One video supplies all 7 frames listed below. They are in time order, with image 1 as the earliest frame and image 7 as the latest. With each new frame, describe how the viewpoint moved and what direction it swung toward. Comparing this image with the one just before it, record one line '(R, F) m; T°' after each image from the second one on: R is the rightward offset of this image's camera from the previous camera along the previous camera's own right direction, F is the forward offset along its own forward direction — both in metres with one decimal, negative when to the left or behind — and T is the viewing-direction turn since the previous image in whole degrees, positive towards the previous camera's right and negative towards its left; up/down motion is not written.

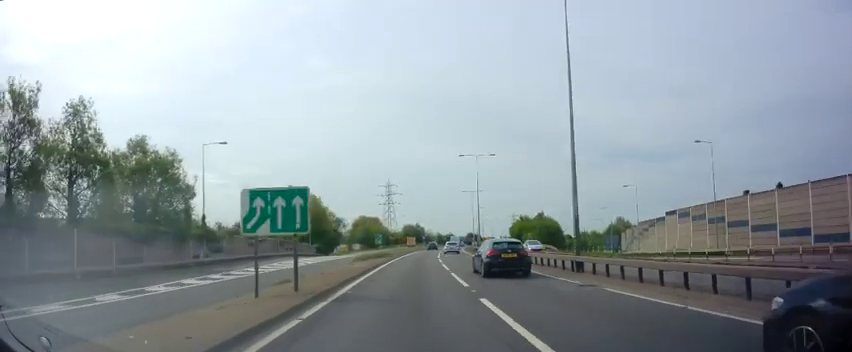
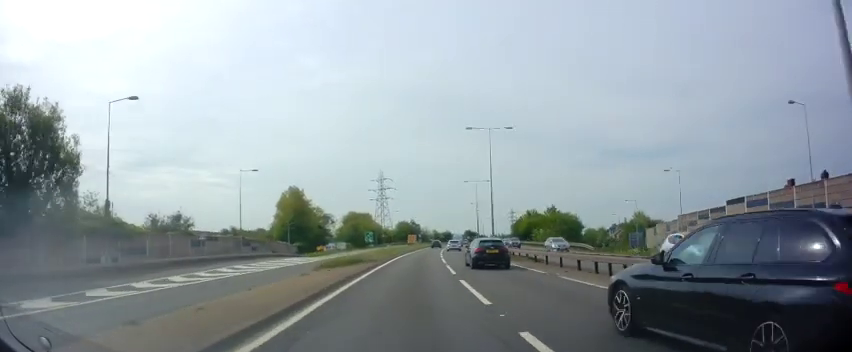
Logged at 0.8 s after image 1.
(+0.2, +13.5) m; +1°
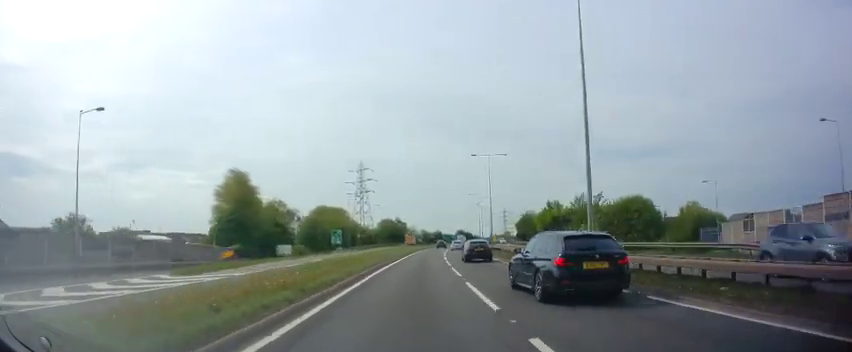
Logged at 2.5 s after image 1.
(+0.2, +28.0) m; +1°
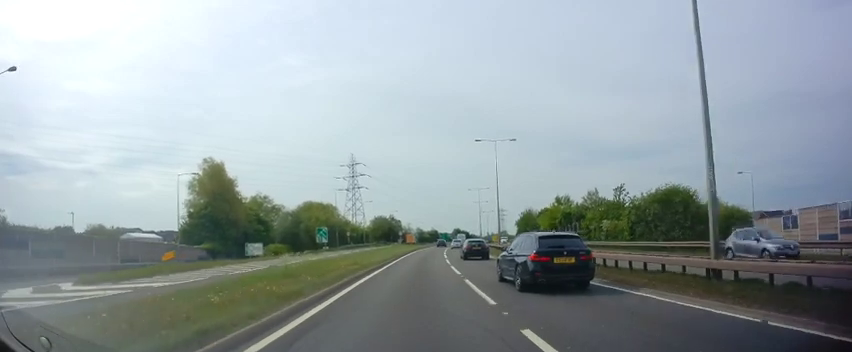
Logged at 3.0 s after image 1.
(-0.1, +8.2) m; +1°
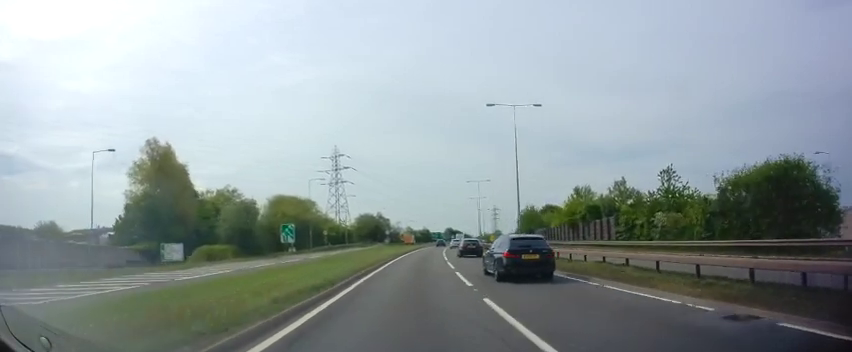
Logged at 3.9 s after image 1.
(+0.3, +14.0) m; +1°
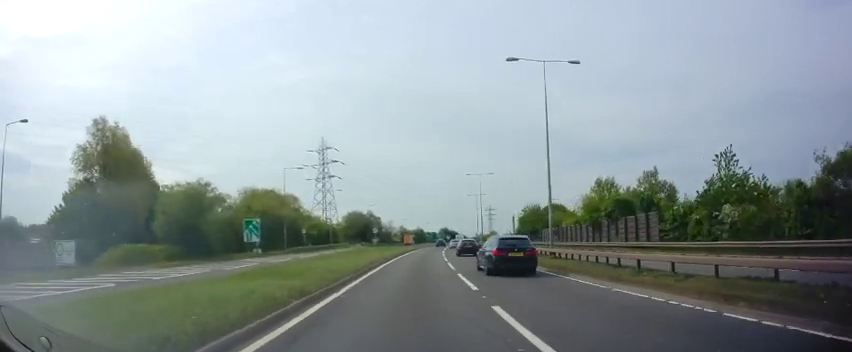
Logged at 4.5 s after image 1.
(+0.1, +10.2) m; +1°
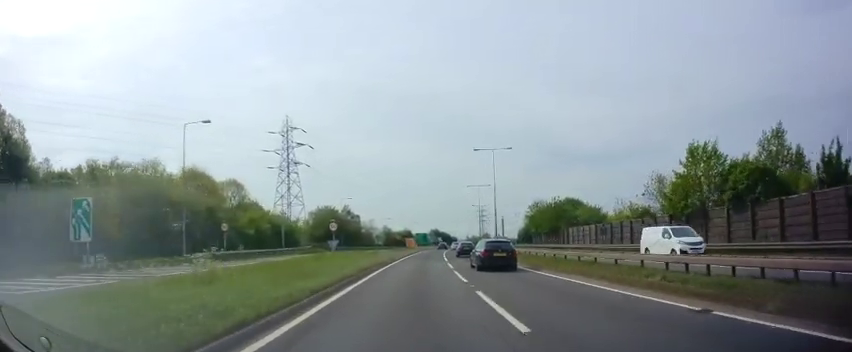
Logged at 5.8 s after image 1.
(+0.3, +23.3) m; +2°
